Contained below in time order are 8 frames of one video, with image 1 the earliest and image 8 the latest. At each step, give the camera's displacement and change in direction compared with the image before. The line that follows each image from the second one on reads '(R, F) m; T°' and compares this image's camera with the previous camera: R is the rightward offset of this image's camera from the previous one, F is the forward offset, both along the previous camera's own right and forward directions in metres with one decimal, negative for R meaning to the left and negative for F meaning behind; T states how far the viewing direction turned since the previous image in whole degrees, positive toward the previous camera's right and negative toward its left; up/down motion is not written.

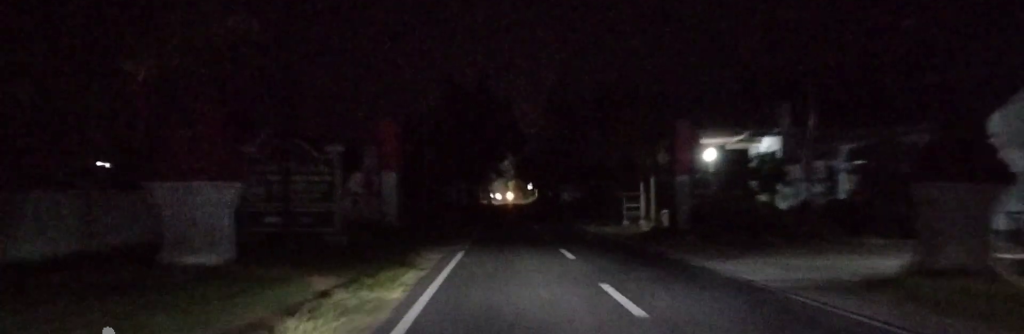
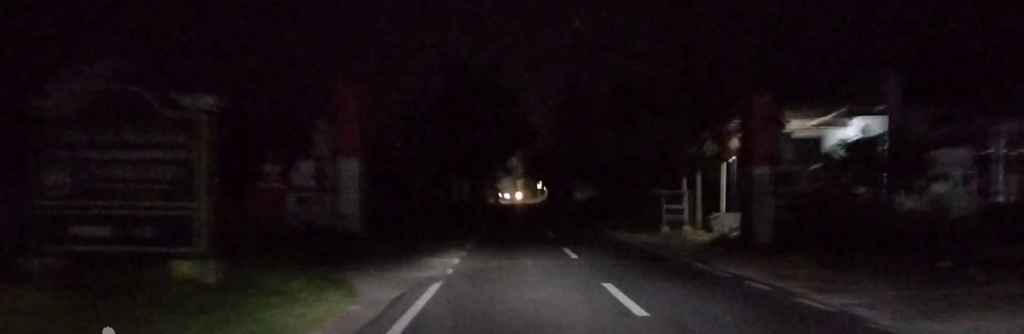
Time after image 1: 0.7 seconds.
(0.0, +8.1) m; +1°
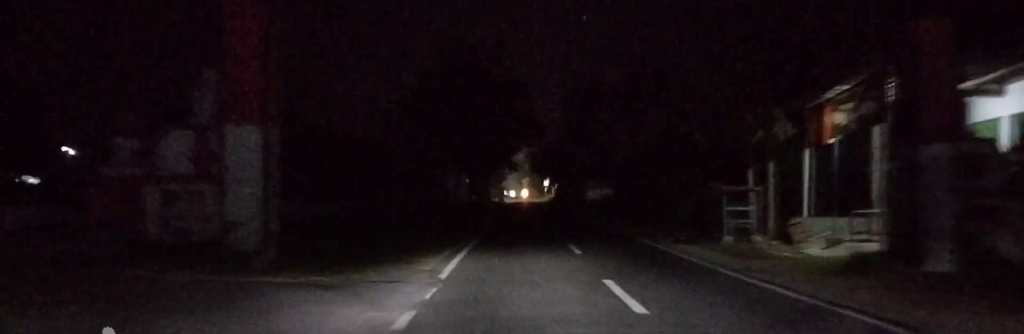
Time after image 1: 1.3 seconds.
(+0.1, +8.0) m; +1°
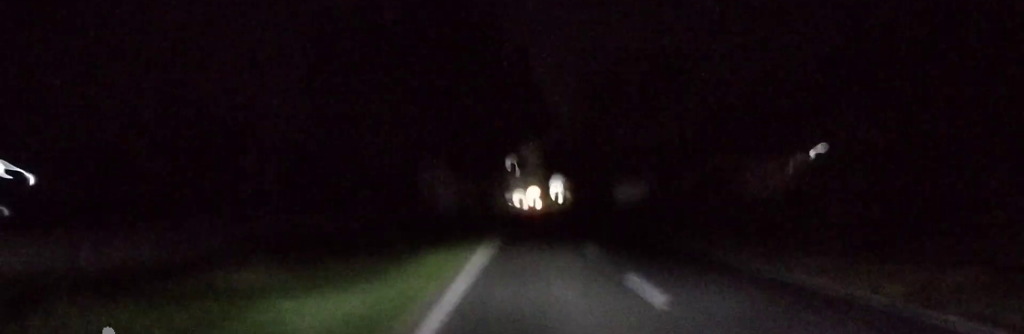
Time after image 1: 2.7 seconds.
(+0.1, +16.7) m; +1°
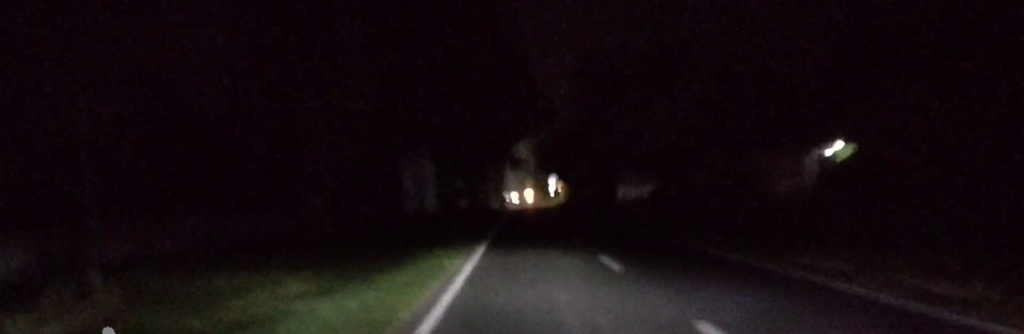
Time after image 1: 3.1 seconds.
(0.0, +4.3) m; 0°
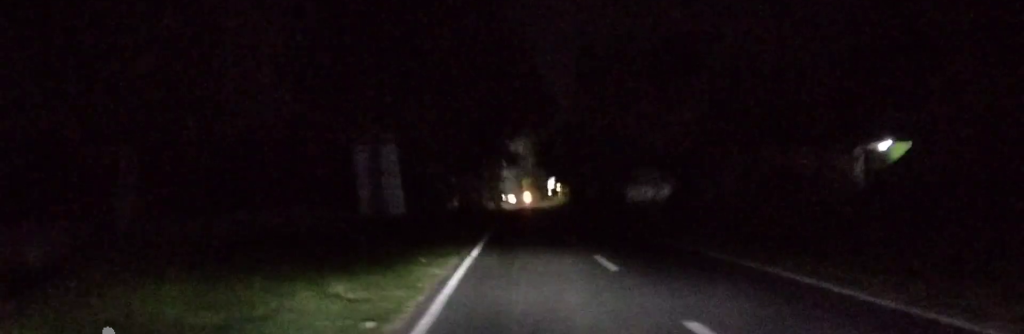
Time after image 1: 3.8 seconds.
(0.0, +7.2) m; 0°
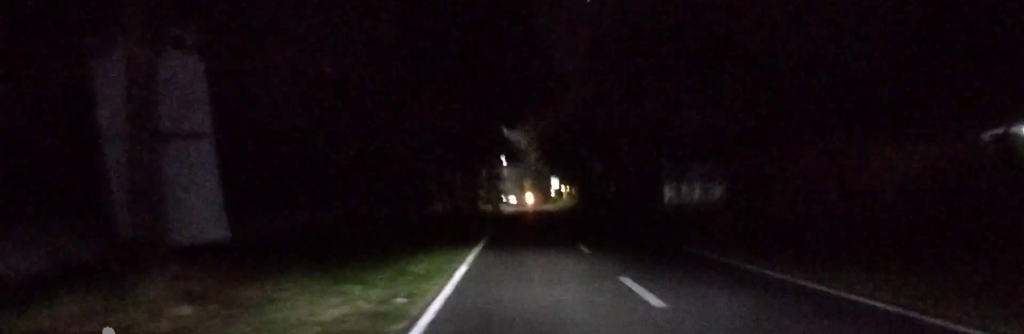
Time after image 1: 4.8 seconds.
(0.0, +10.7) m; -1°
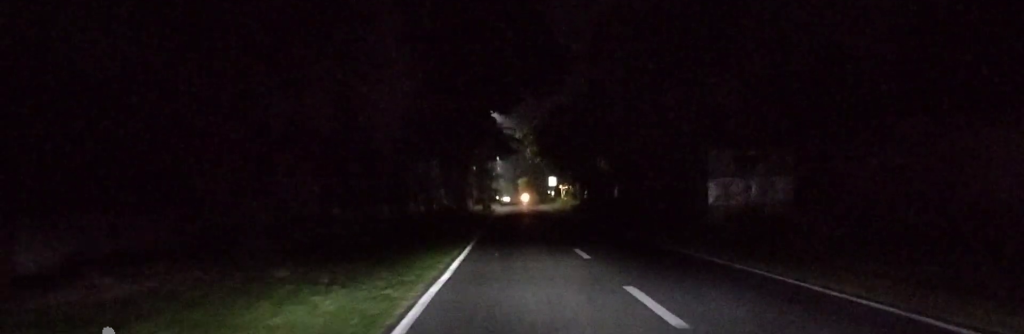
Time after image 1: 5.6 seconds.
(-0.1, +10.0) m; -1°
